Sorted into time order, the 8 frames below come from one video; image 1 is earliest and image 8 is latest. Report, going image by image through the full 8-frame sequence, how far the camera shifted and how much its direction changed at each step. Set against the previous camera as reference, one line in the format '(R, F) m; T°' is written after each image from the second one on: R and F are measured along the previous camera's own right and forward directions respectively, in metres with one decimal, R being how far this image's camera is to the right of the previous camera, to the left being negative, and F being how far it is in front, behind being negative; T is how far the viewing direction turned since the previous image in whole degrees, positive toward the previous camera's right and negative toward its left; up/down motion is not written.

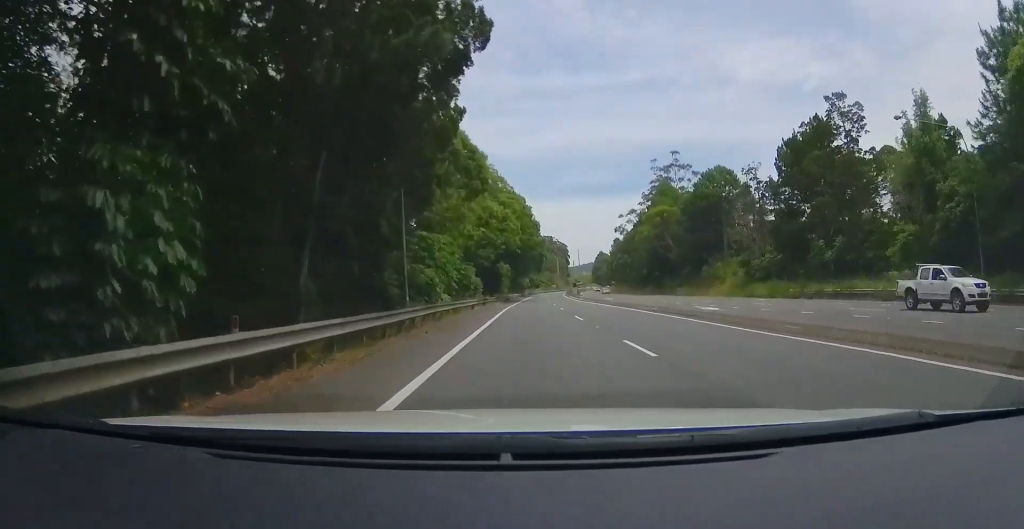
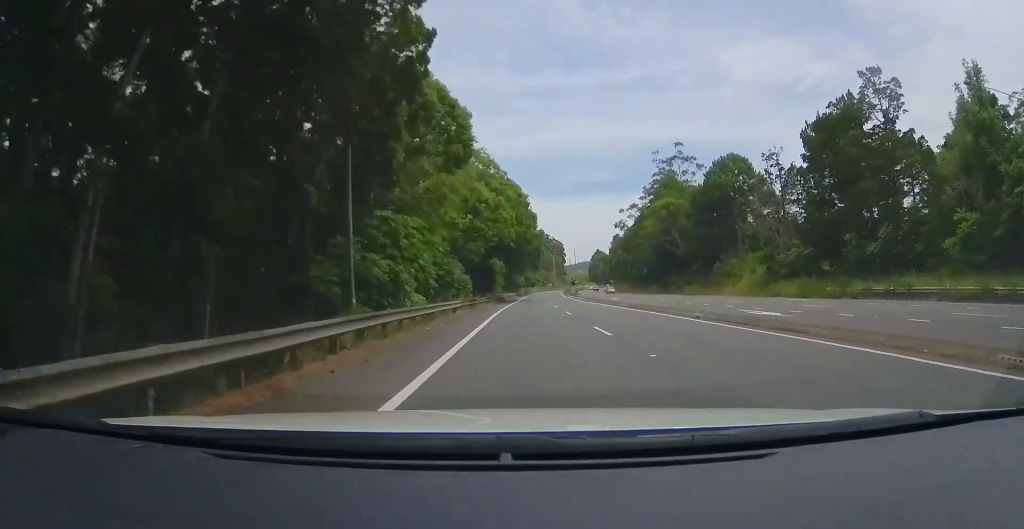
(-0.4, +7.5) m; +1°
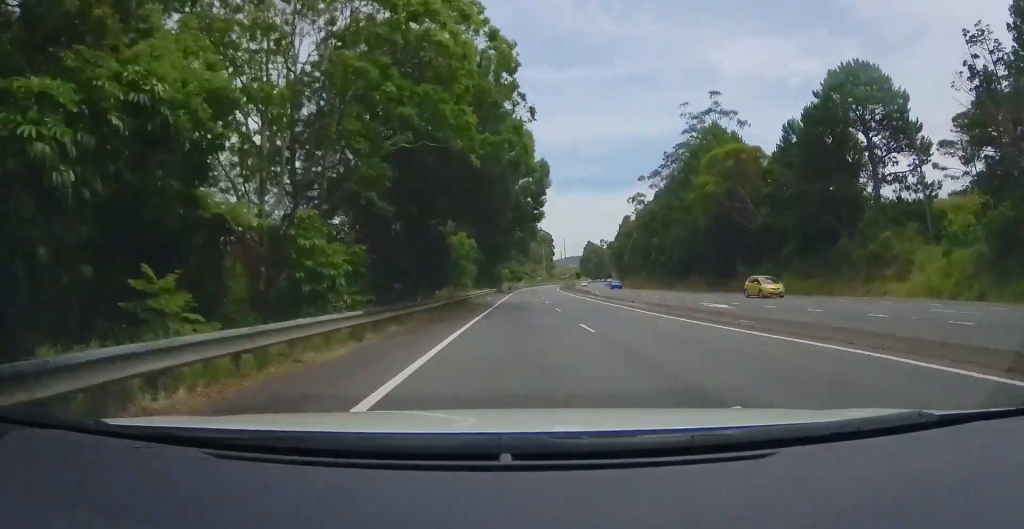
(+1.0, +36.2) m; 0°
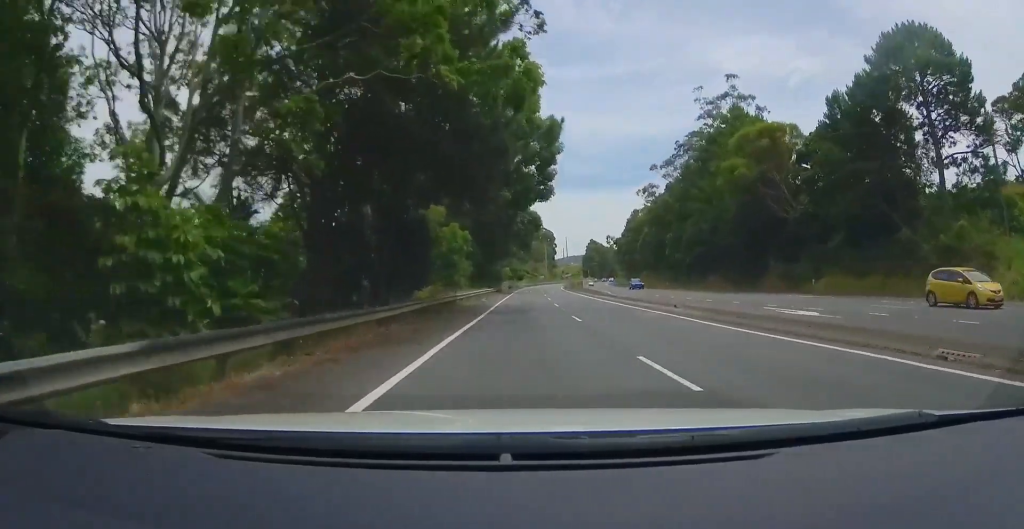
(0.0, +8.9) m; 0°
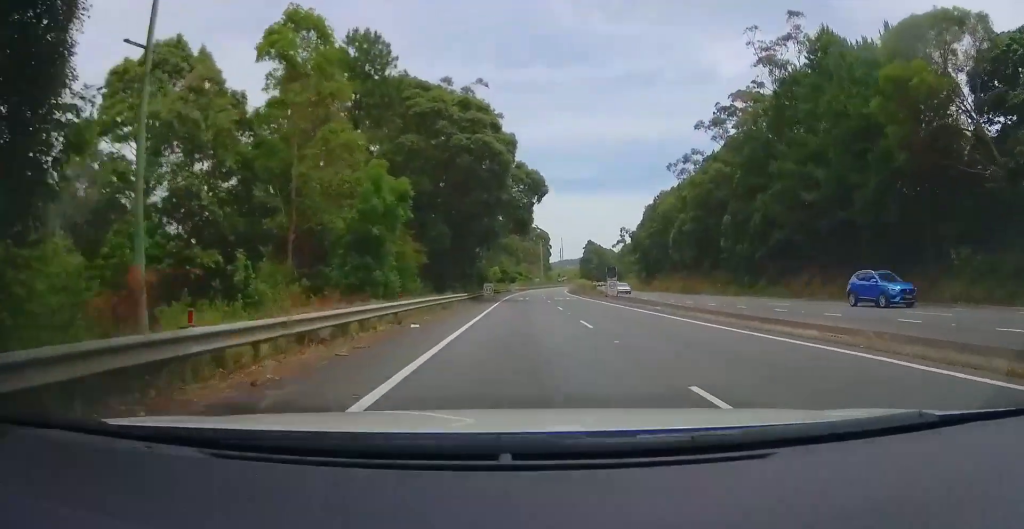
(+0.2, +27.8) m; +2°
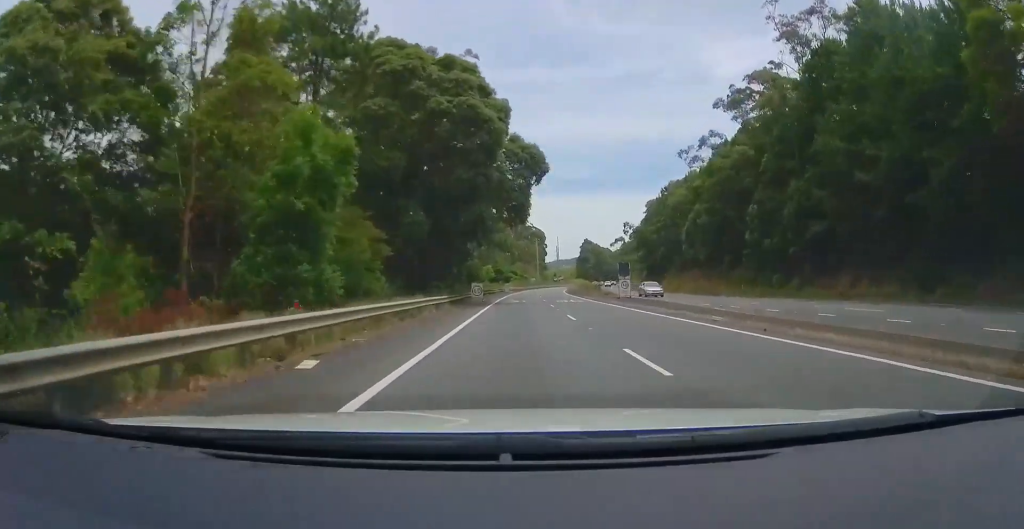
(+0.3, +8.5) m; 0°
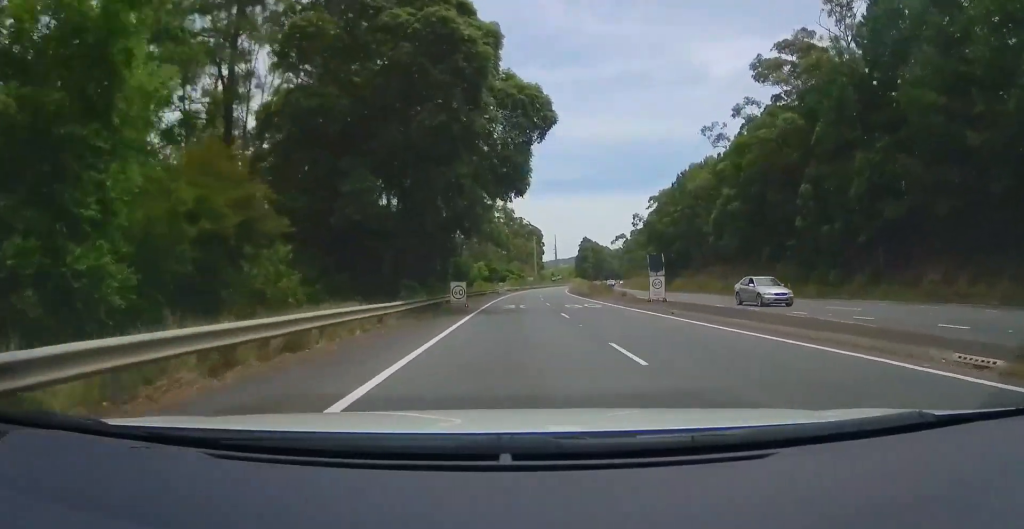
(+0.2, +11.9) m; 0°
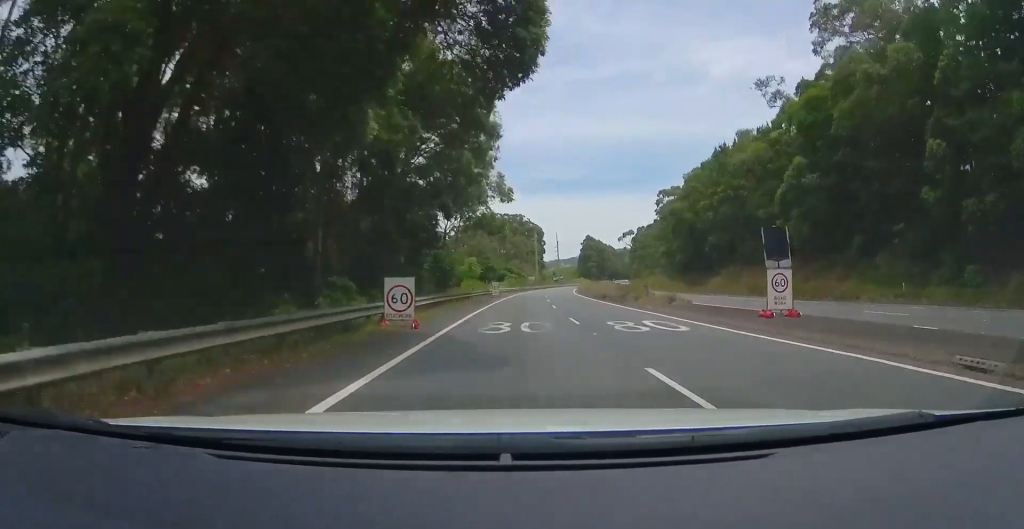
(-0.6, +15.7) m; 0°
